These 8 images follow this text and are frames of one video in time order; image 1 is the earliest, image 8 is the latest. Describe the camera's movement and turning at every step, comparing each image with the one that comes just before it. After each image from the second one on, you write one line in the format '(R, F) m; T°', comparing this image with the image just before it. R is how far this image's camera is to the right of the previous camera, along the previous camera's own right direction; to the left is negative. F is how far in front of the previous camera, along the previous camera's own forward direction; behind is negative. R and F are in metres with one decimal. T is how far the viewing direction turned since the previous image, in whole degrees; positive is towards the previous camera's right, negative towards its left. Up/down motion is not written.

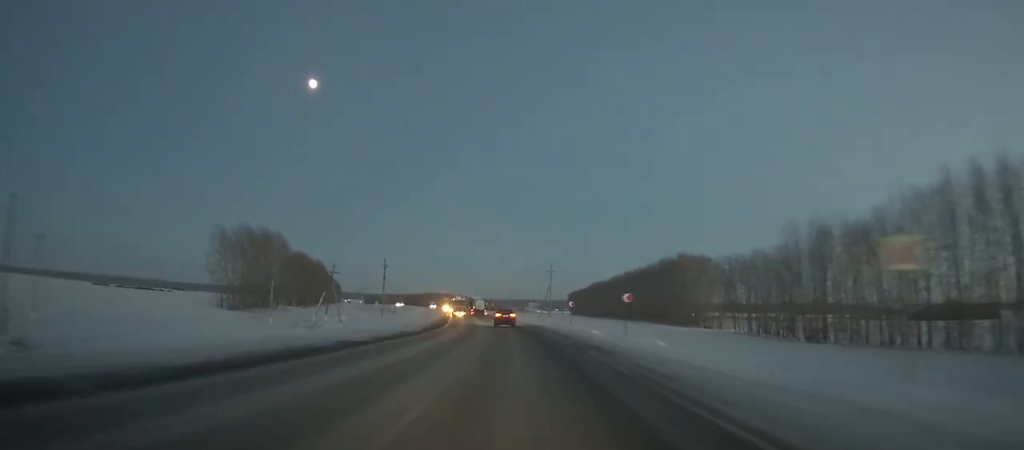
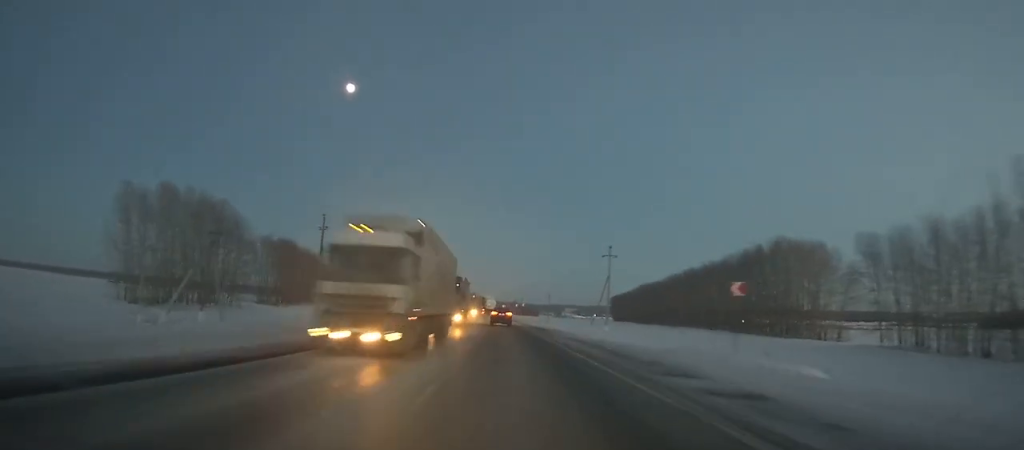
(-0.7, +46.1) m; -2°
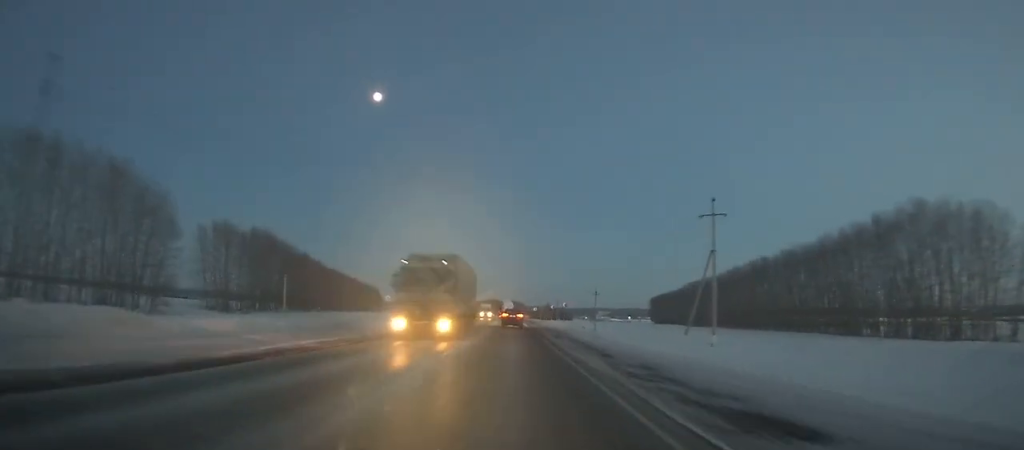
(-0.5, +39.3) m; -2°
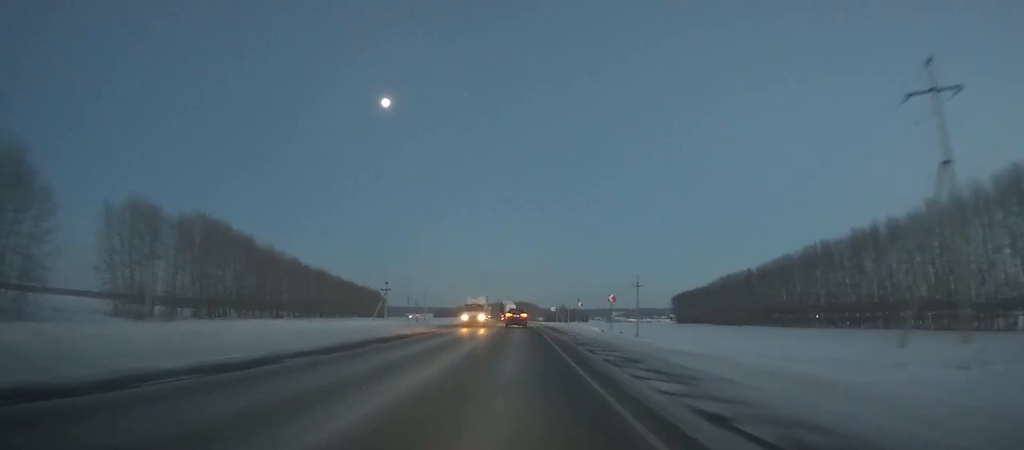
(-0.9, +30.1) m; -1°
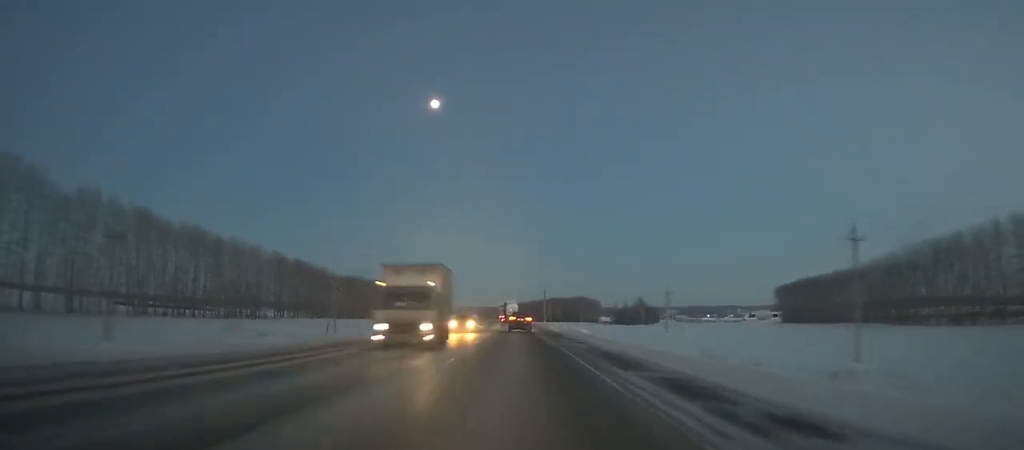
(-4.6, +114.6) m; -5°
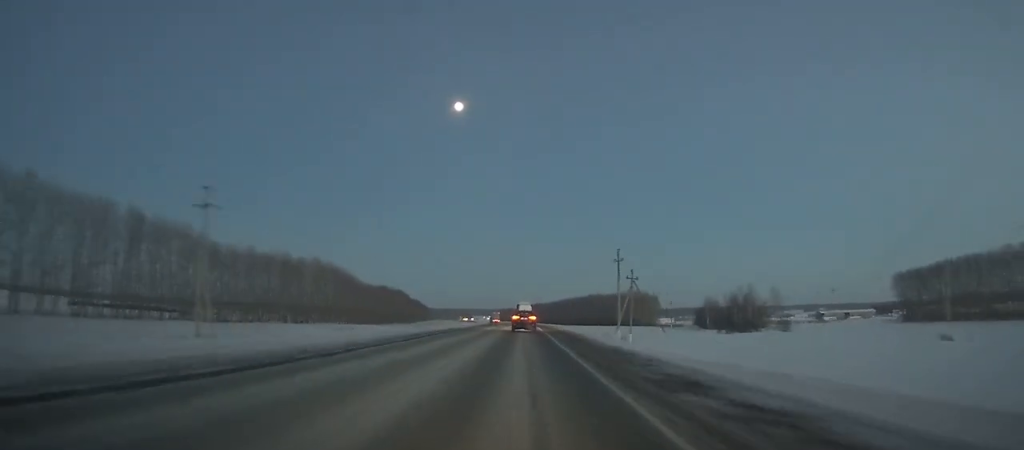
(-4.2, +99.5) m; -4°
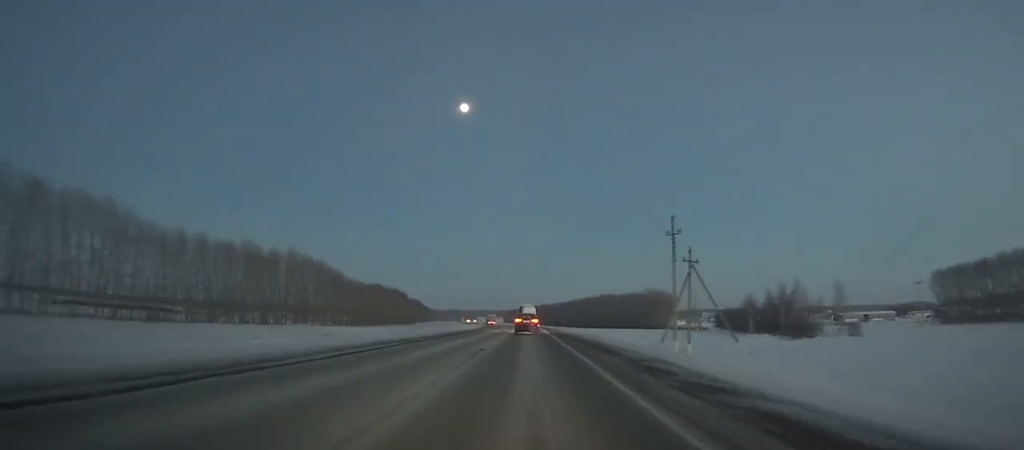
(-0.1, +24.7) m; 0°
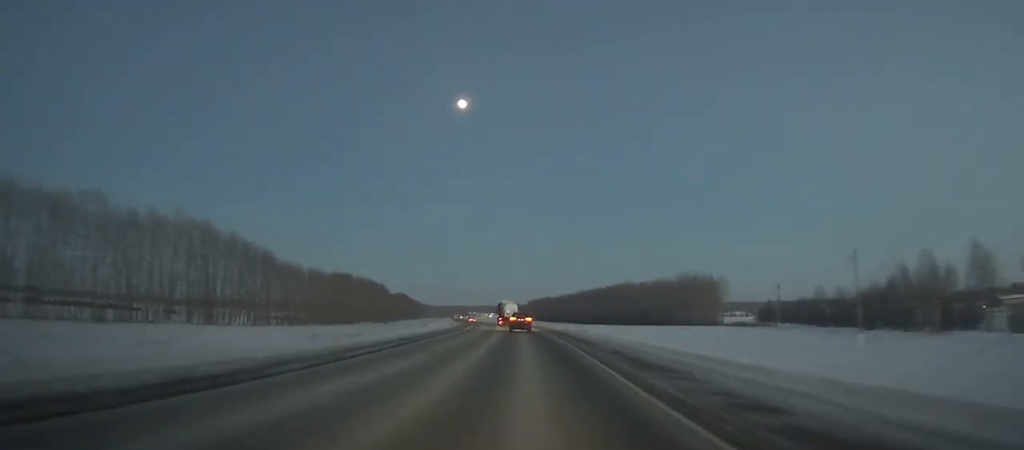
(-0.2, +57.6) m; -1°
